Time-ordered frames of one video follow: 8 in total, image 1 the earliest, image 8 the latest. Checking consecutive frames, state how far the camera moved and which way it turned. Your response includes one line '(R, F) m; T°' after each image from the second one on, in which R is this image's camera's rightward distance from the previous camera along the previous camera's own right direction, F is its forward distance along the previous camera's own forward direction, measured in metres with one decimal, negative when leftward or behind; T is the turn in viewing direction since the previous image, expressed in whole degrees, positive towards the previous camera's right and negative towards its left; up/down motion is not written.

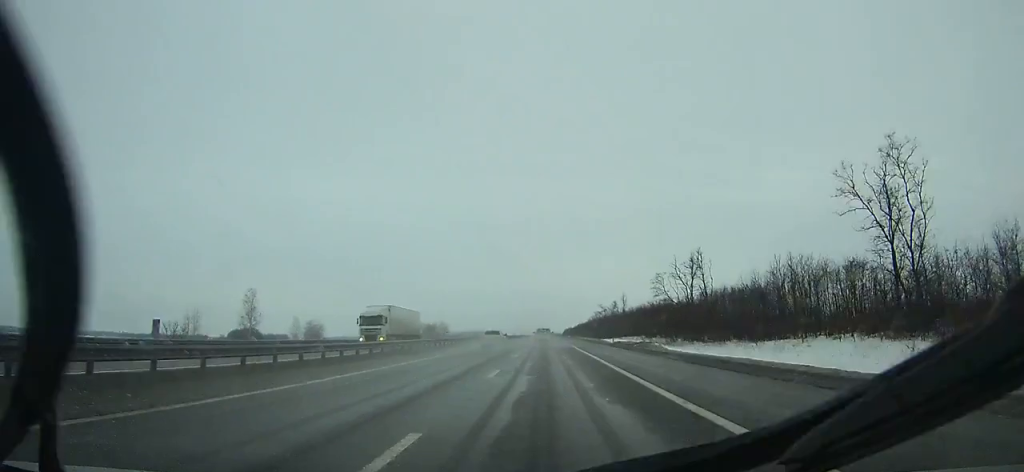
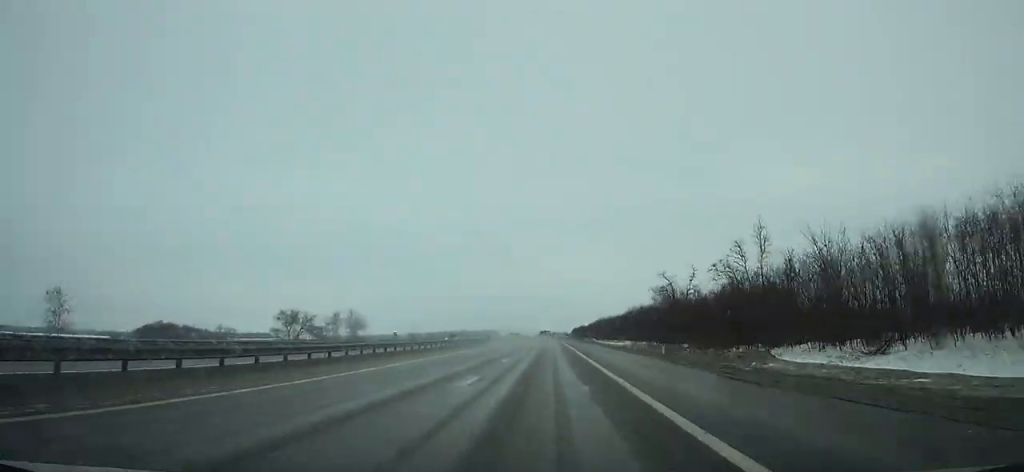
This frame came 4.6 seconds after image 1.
(-0.5, +122.5) m; 0°
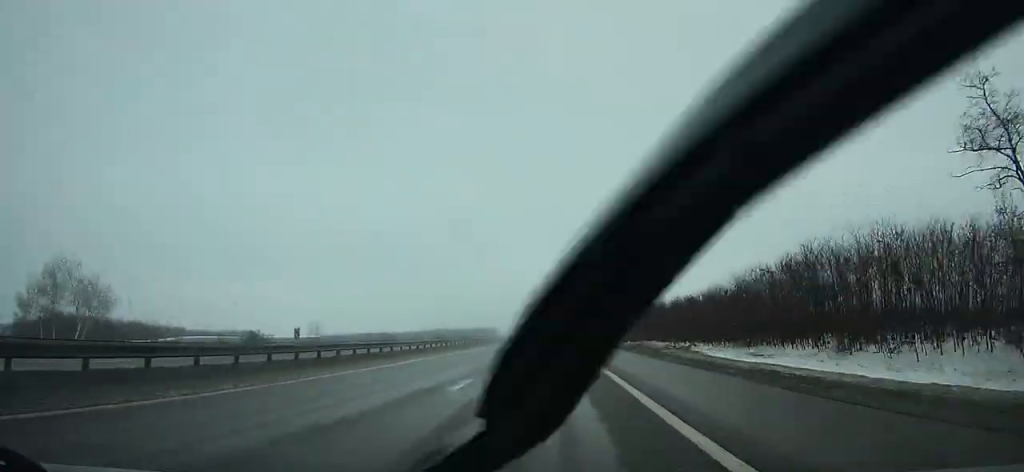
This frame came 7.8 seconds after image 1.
(+0.2, +85.1) m; 0°
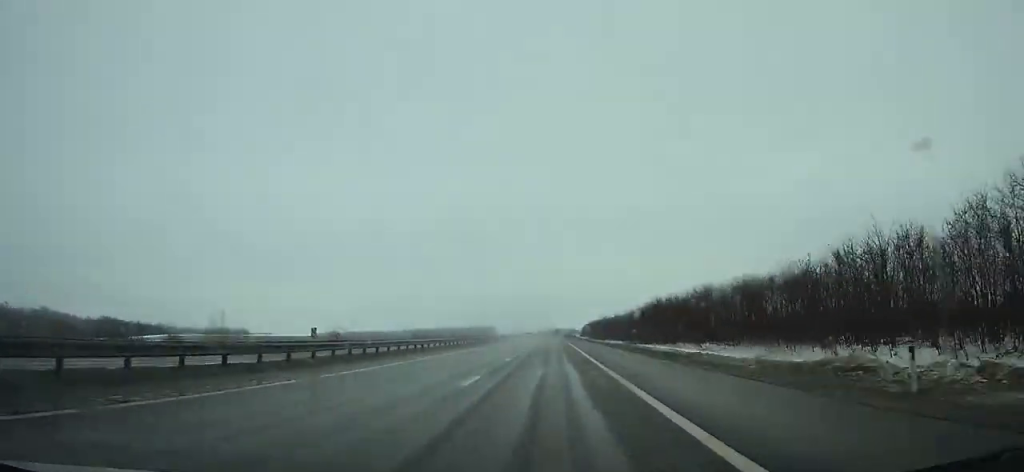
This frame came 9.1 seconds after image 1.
(-0.1, +34.7) m; 0°
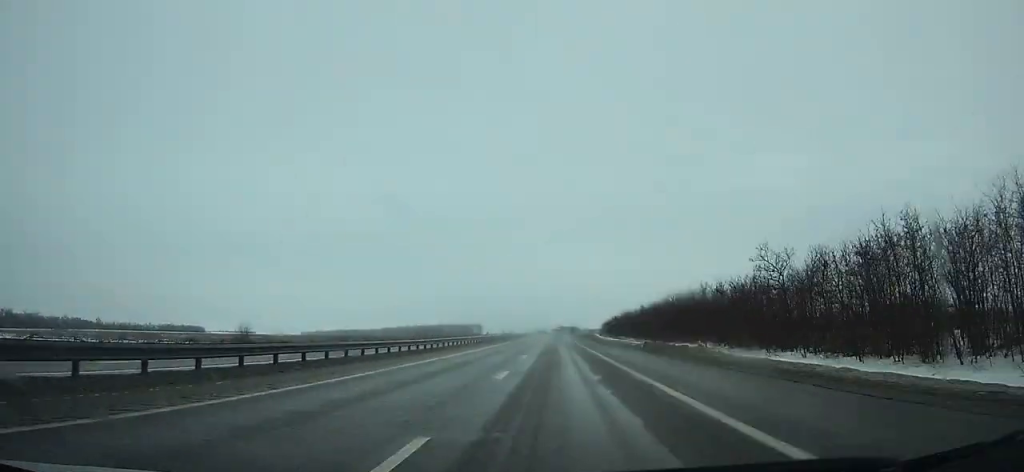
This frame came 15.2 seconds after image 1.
(-0.4, +163.8) m; 0°
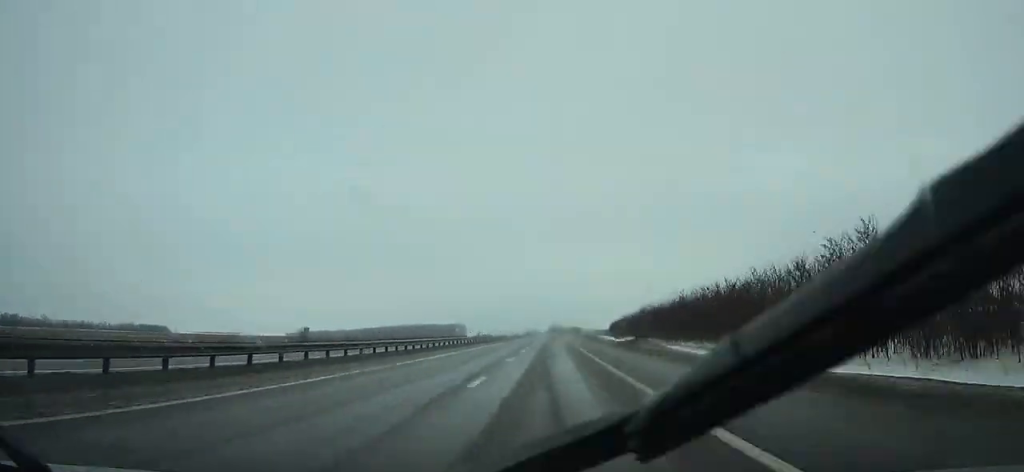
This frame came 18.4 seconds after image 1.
(+0.1, +87.0) m; +1°
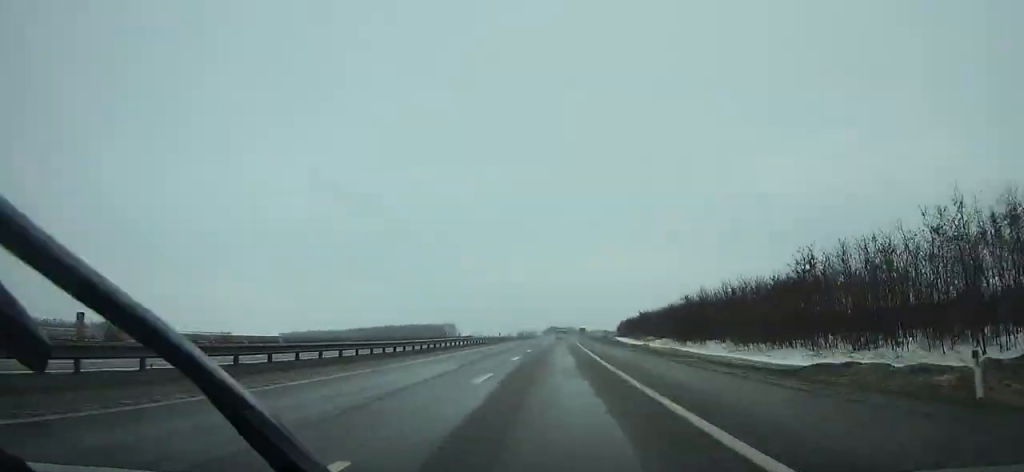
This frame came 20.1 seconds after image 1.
(0.0, +46.4) m; +1°
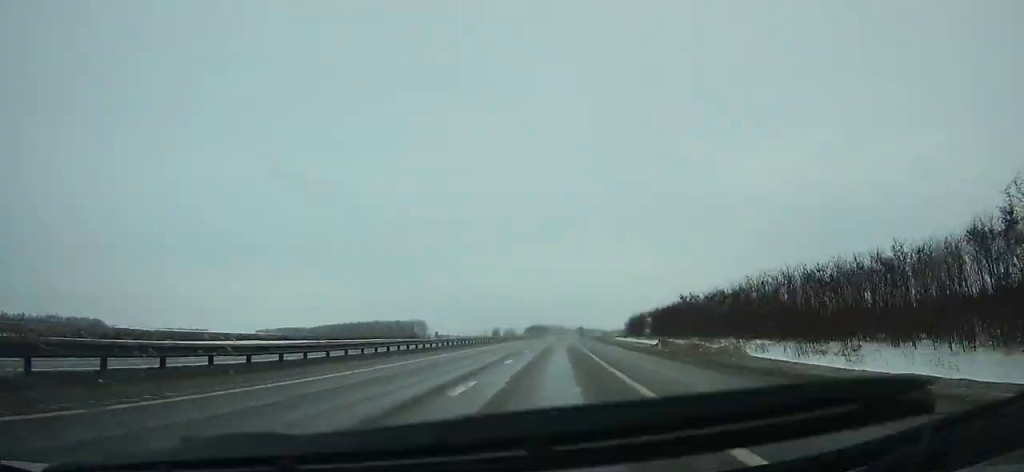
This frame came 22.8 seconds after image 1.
(+0.8, +74.3) m; +1°
